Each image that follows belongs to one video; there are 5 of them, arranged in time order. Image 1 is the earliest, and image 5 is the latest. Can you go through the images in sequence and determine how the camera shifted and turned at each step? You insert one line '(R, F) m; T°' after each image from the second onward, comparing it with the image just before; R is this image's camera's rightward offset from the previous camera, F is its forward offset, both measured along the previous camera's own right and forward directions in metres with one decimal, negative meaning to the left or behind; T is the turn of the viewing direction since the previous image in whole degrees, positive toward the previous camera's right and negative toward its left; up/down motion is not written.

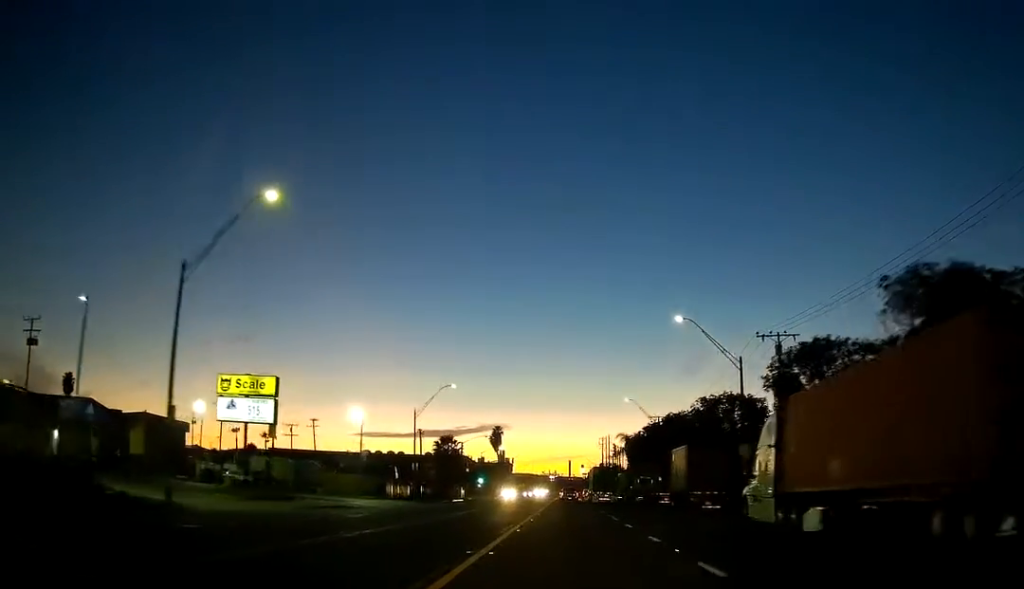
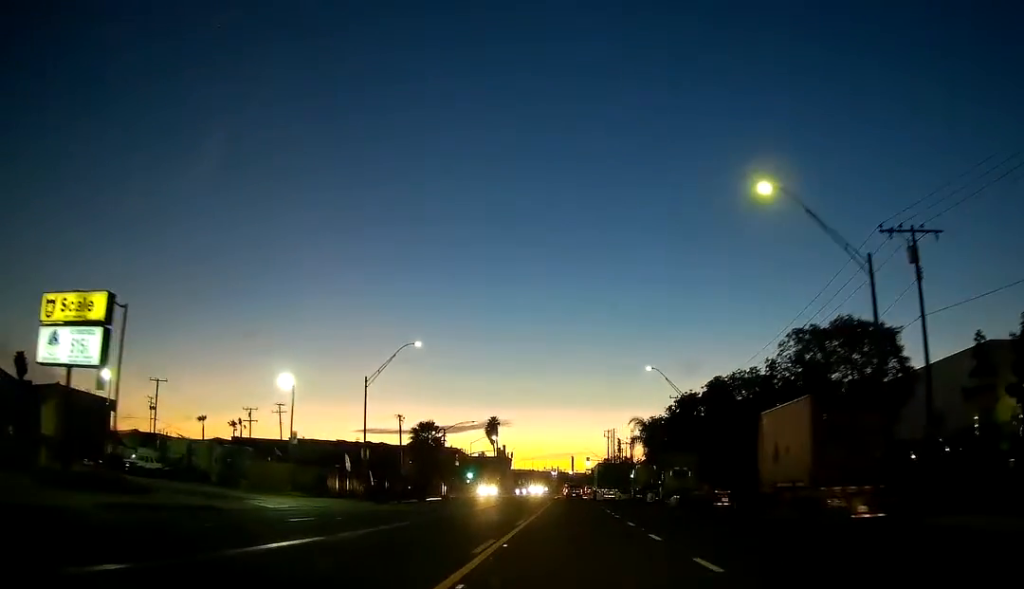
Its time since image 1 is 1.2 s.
(-0.2, +21.9) m; -1°
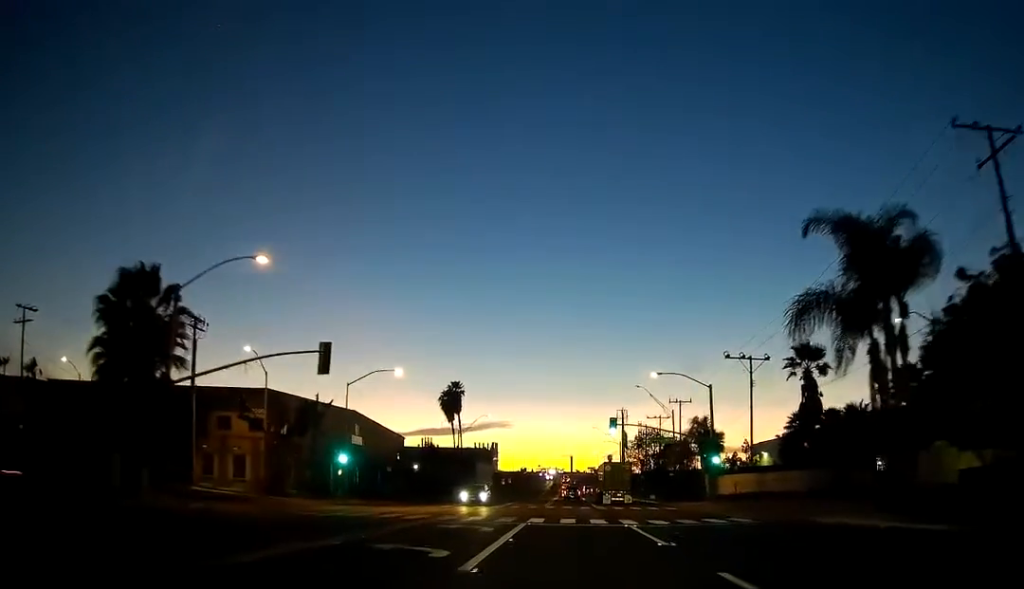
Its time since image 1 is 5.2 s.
(+1.1, +75.8) m; +2°
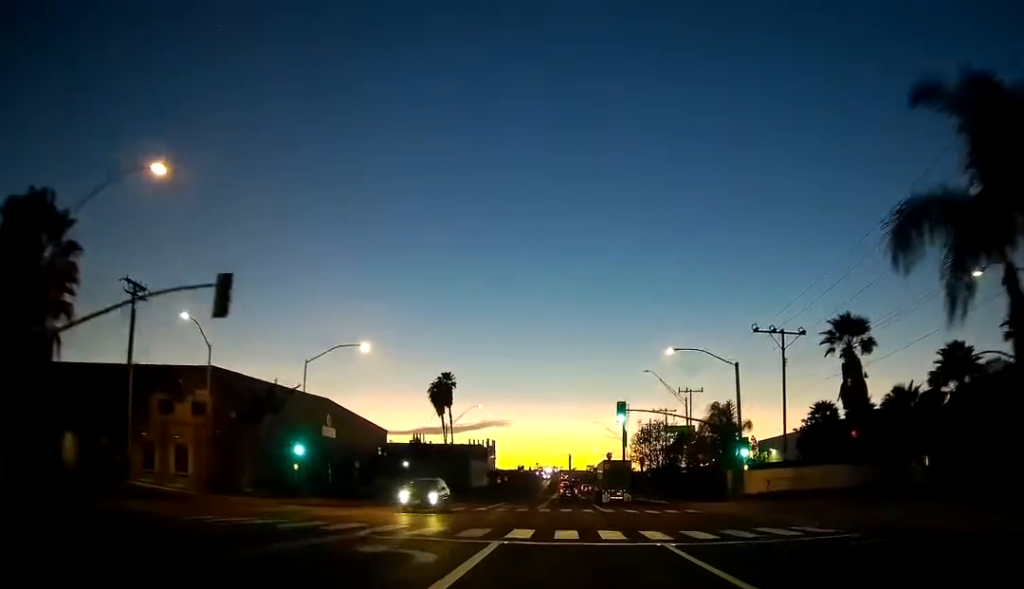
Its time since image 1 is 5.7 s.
(0.0, +9.9) m; 0°
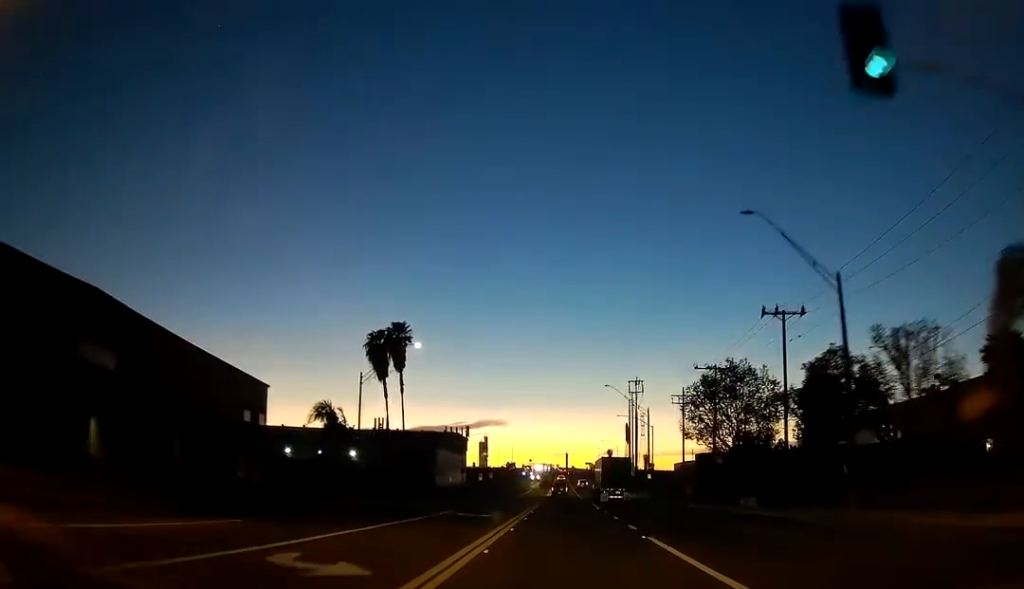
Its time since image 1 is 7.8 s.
(+0.2, +39.1) m; 0°
